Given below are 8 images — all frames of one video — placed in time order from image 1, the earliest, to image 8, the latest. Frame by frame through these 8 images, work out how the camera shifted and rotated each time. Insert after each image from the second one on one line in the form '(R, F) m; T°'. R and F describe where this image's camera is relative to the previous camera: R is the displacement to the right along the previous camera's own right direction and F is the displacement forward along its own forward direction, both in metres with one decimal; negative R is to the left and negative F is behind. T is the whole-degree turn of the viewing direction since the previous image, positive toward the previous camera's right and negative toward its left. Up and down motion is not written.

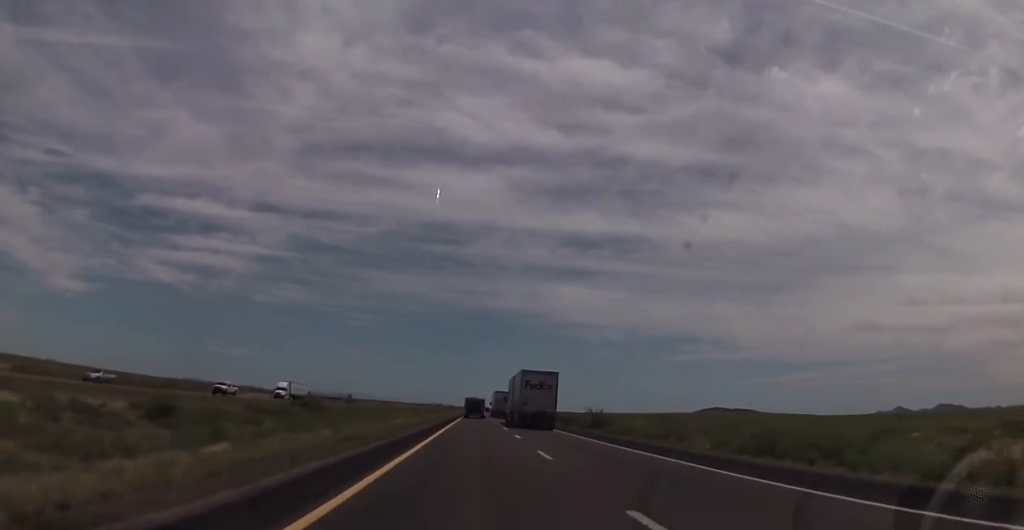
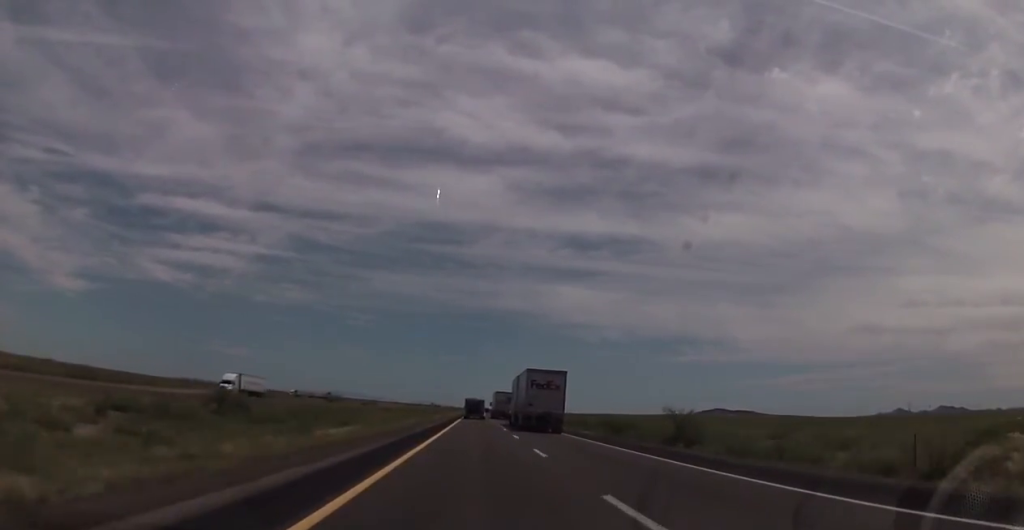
(-0.2, +34.4) m; 0°
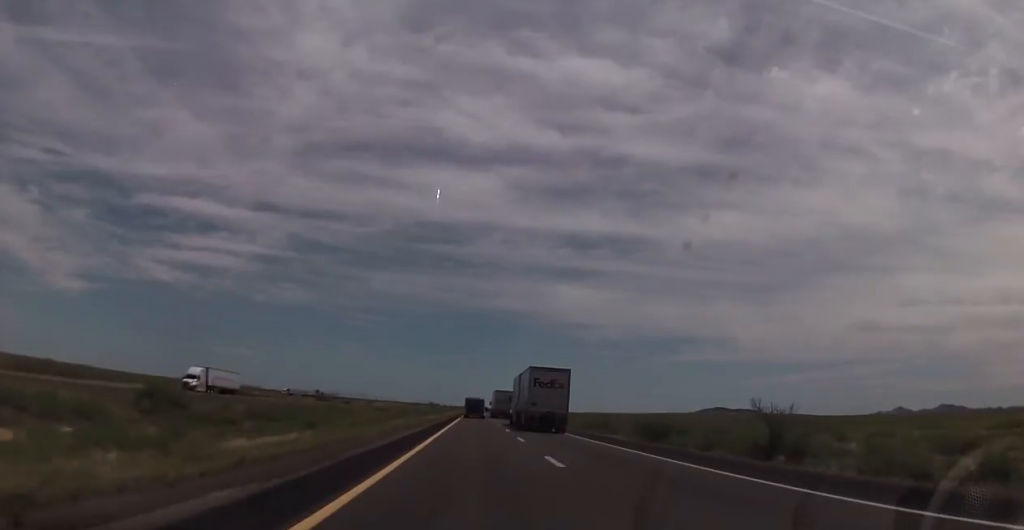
(-0.1, +15.2) m; 0°
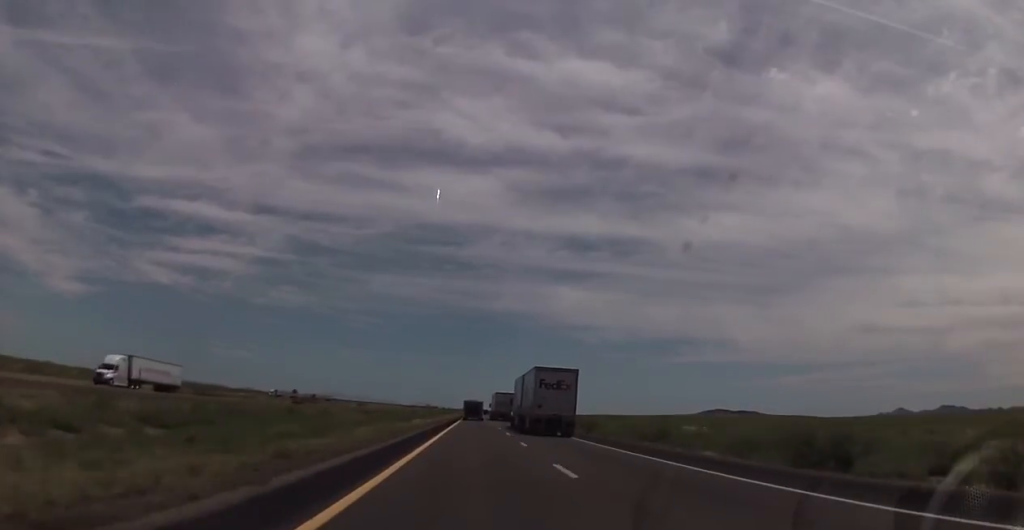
(+0.3, +24.8) m; +1°
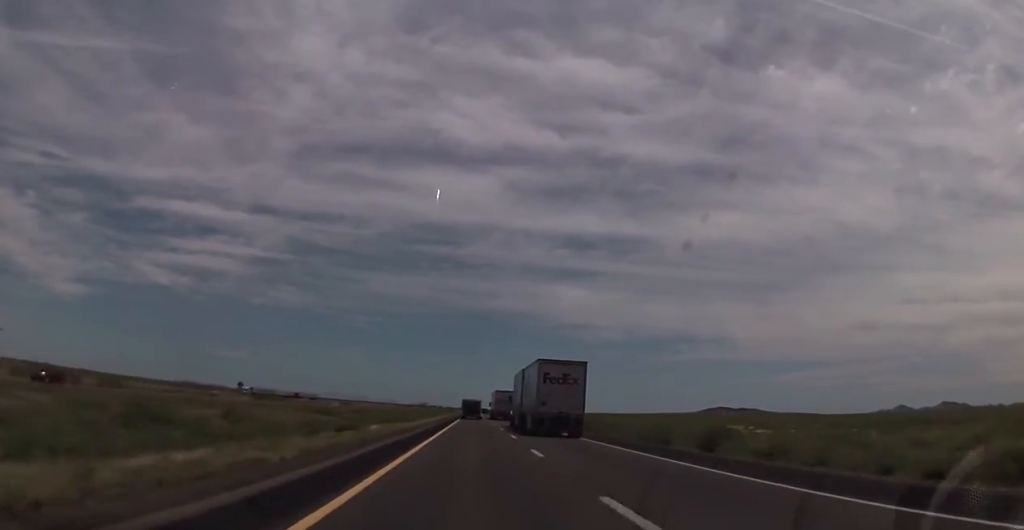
(+0.1, +38.8) m; 0°
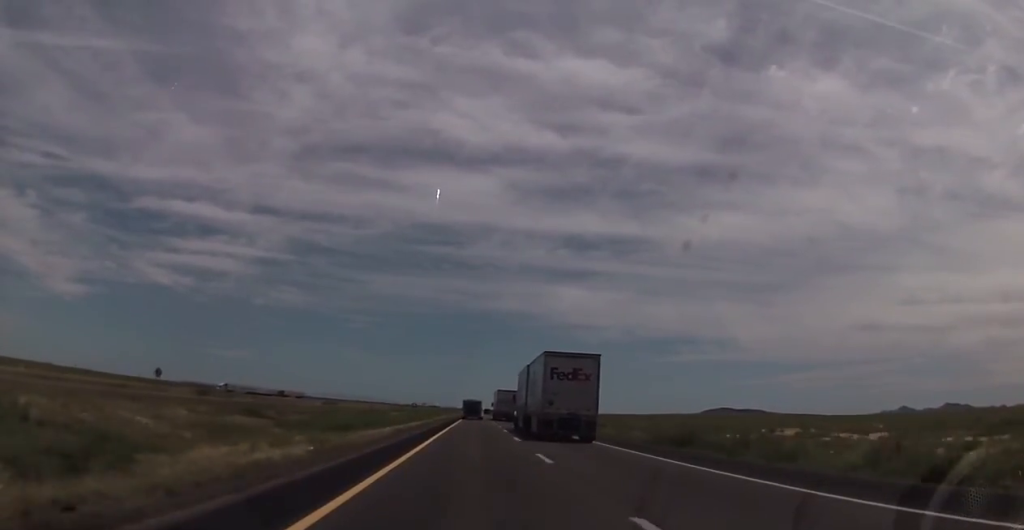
(0.0, +31.9) m; 0°
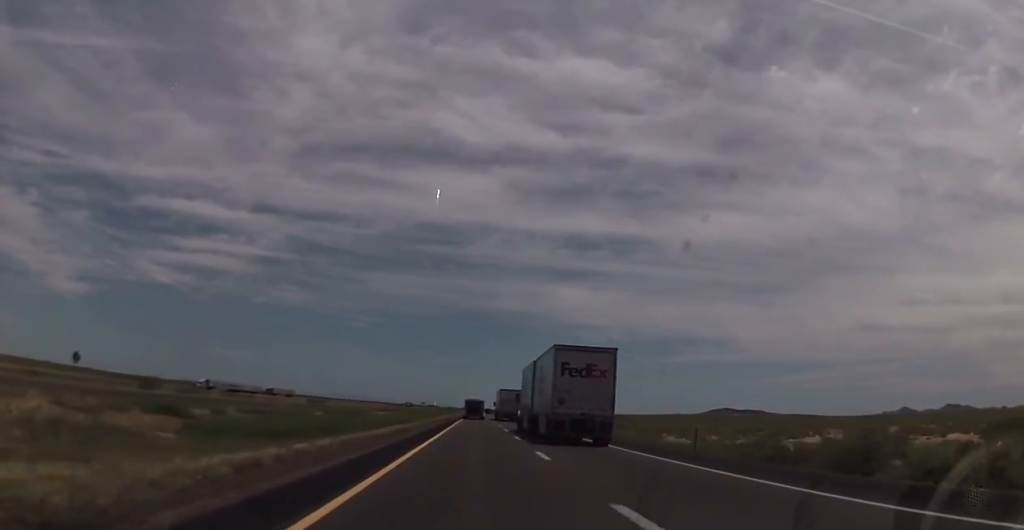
(0.0, +20.0) m; 0°
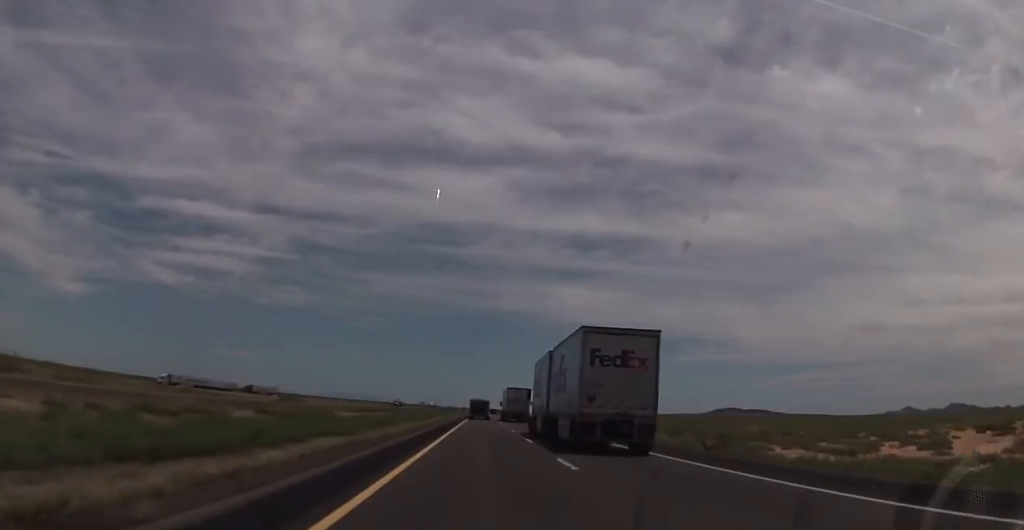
(-0.3, +37.9) m; -1°
